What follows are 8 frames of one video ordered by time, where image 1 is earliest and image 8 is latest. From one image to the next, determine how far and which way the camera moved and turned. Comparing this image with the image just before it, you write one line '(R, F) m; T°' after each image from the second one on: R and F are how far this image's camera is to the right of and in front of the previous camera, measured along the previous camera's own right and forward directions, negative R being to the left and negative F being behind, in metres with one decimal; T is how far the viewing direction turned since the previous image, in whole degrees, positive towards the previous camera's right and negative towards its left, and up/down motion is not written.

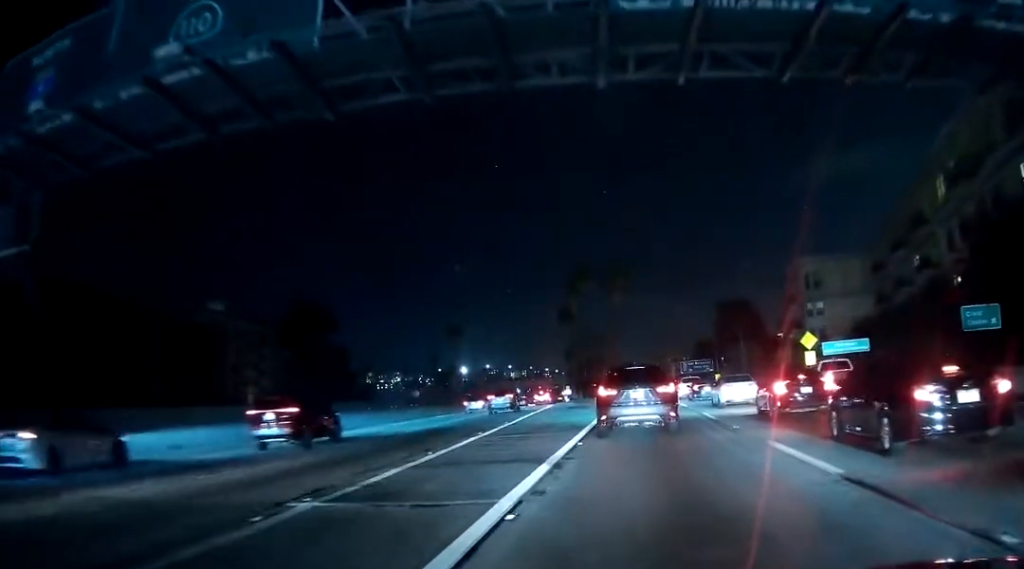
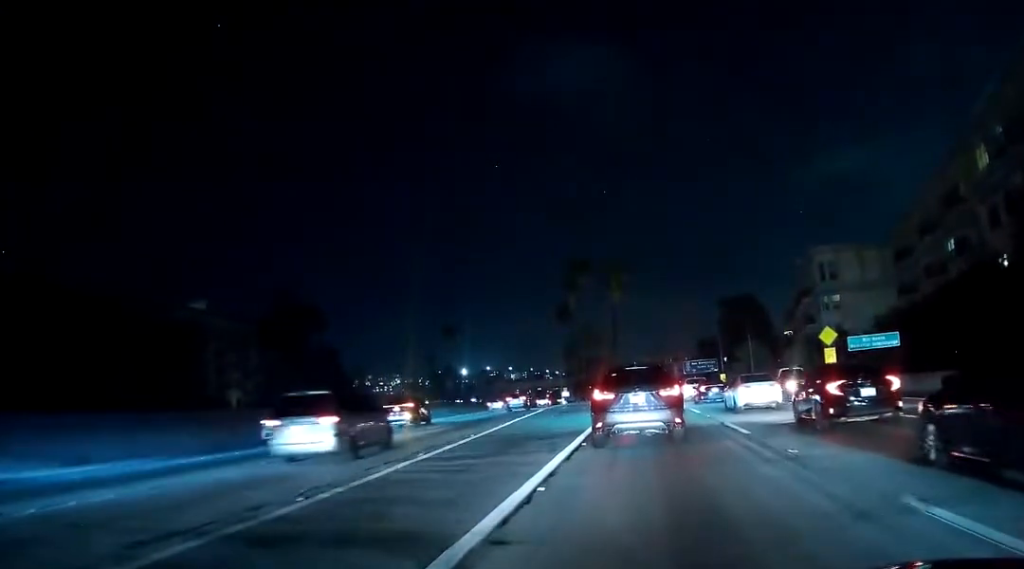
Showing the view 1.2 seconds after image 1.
(0.0, +6.6) m; -1°
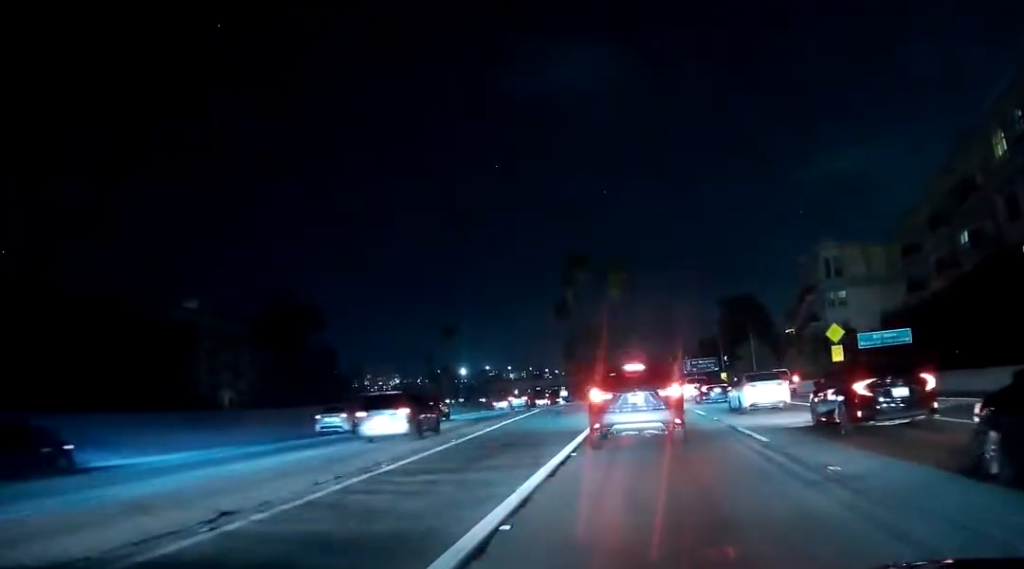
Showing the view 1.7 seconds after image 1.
(0.0, +2.6) m; -1°
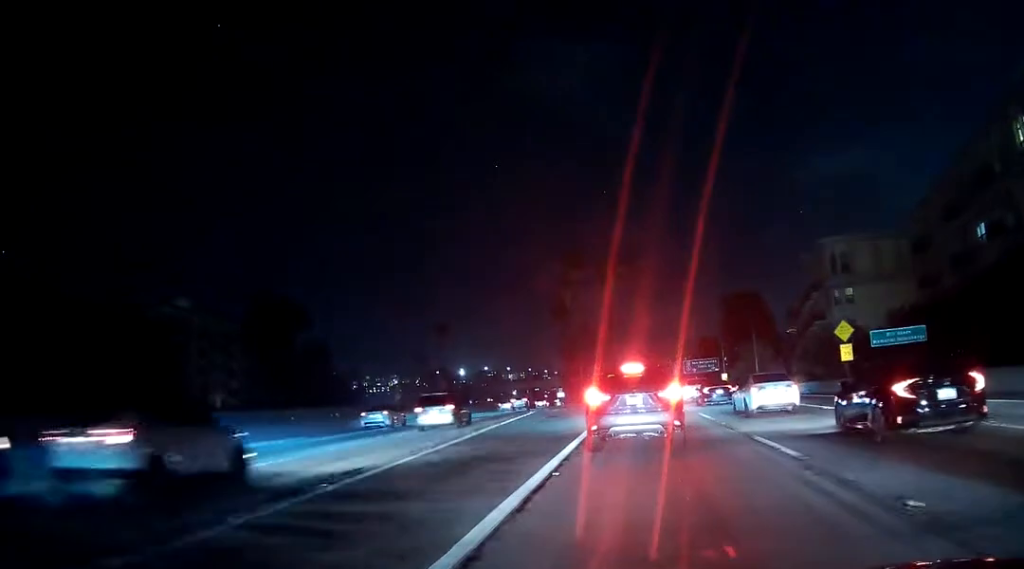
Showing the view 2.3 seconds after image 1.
(0.0, +2.7) m; 0°
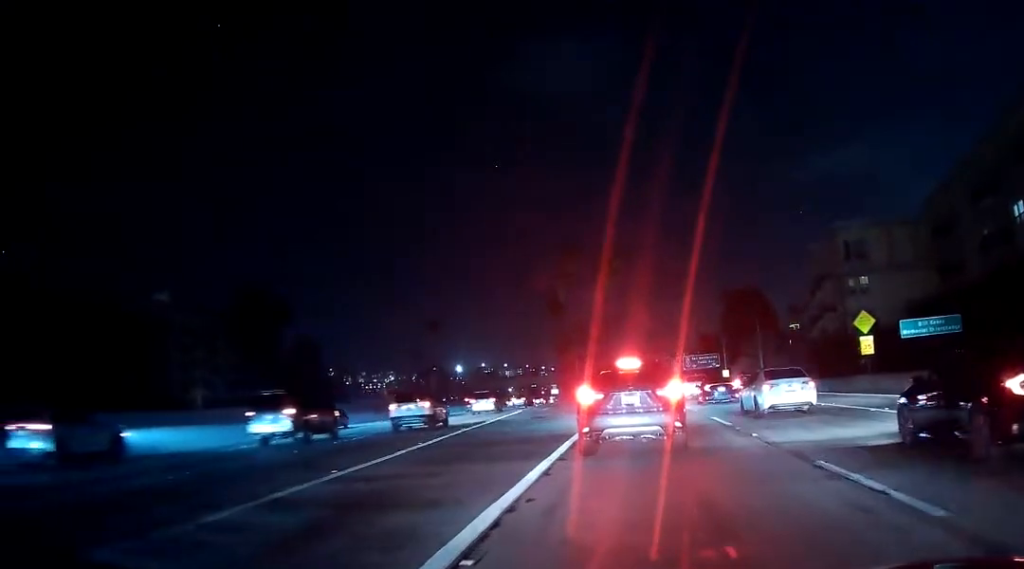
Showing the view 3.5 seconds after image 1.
(0.0, +5.7) m; -5°
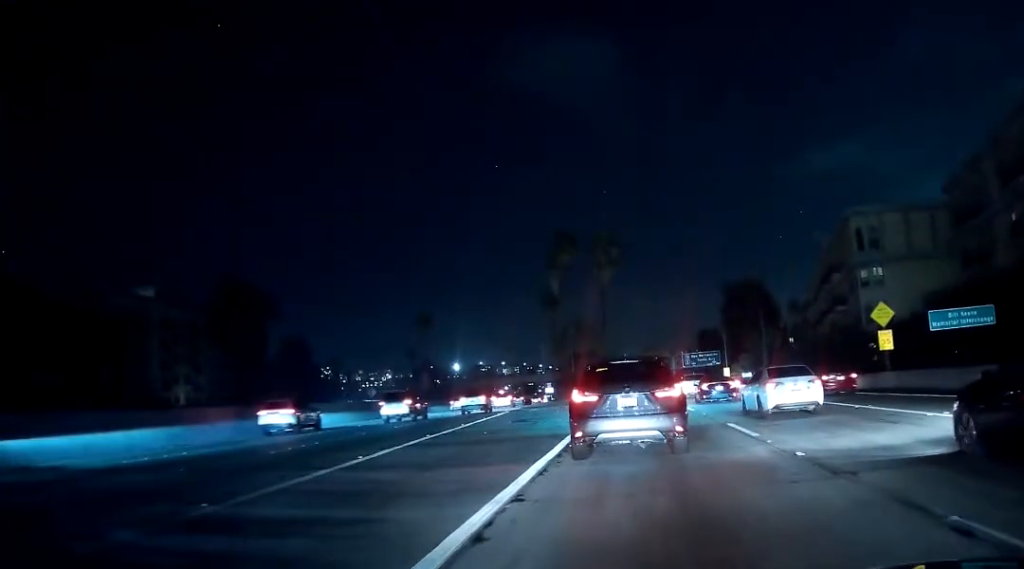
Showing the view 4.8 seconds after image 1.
(-0.5, +4.5) m; 0°
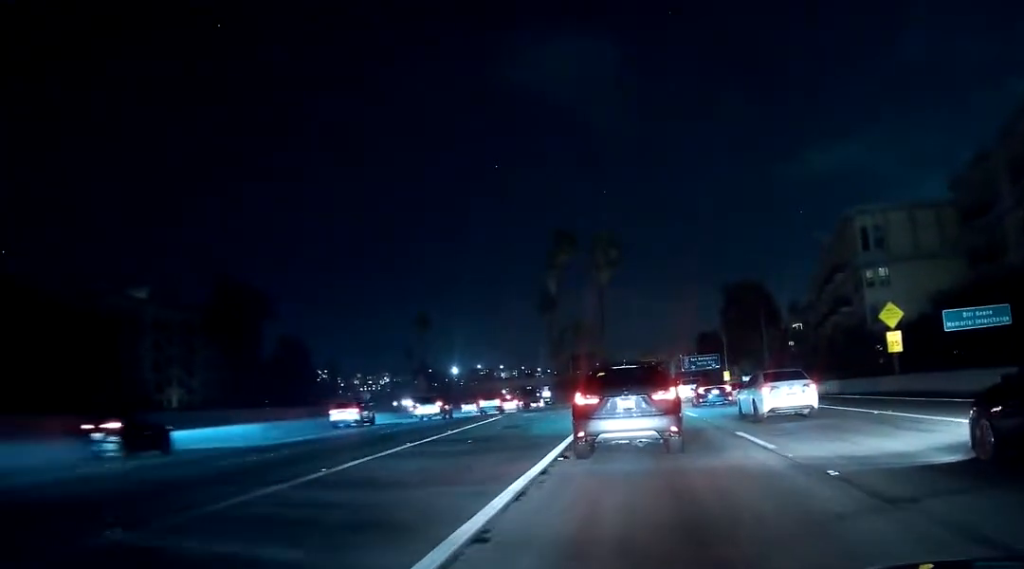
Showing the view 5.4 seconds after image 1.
(+0.4, +2.0) m; +3°
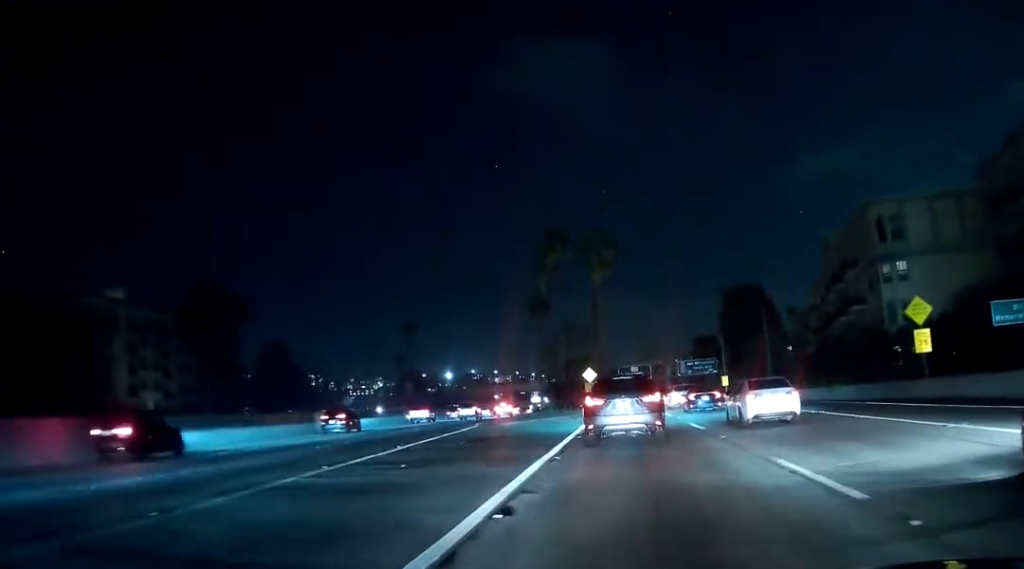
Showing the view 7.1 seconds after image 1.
(-0.2, +6.0) m; -3°
